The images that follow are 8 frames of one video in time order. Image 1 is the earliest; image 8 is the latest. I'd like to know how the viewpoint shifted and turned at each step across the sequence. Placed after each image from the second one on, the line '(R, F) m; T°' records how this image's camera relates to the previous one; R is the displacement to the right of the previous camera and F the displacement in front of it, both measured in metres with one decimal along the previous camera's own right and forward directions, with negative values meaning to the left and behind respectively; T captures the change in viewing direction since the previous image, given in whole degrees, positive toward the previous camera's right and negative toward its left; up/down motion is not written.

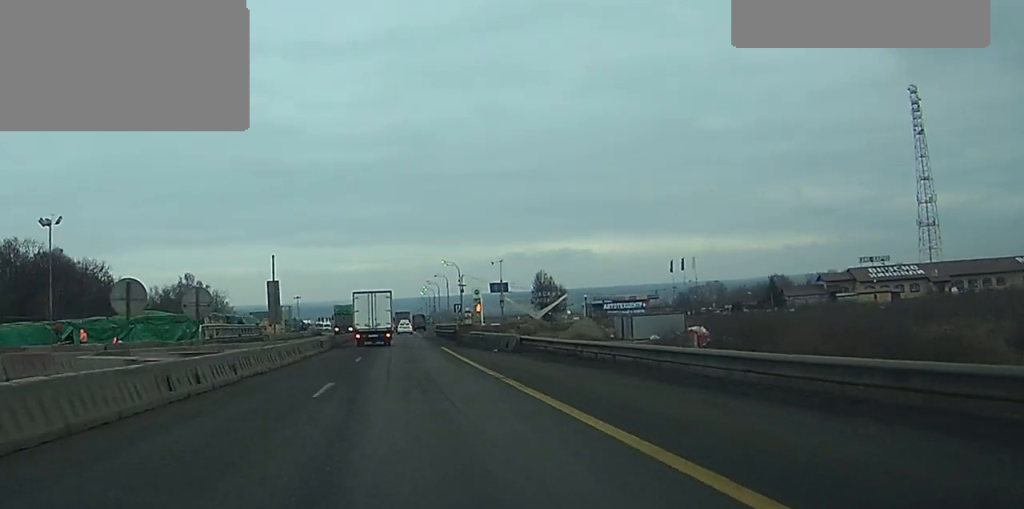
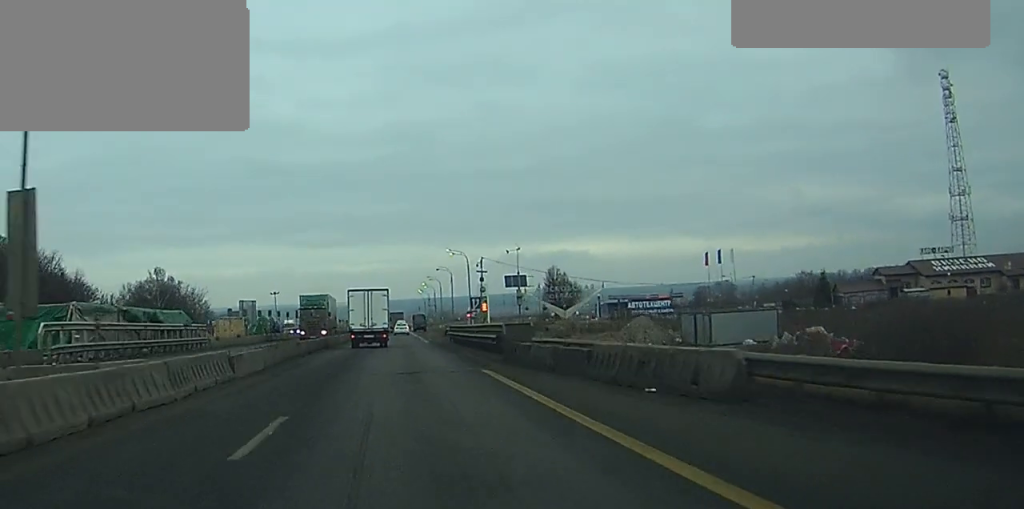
(-0.1, +23.5) m; 0°
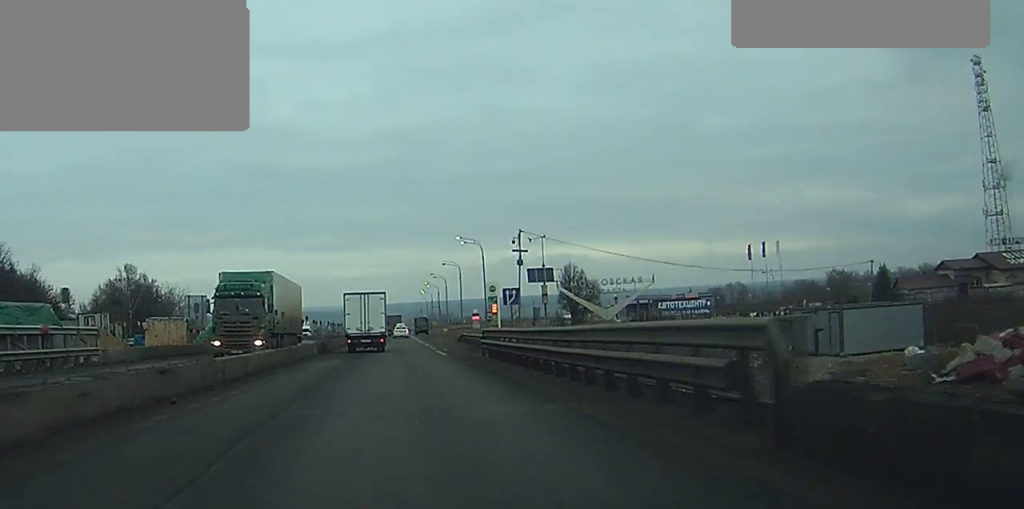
(0.0, +20.7) m; 0°
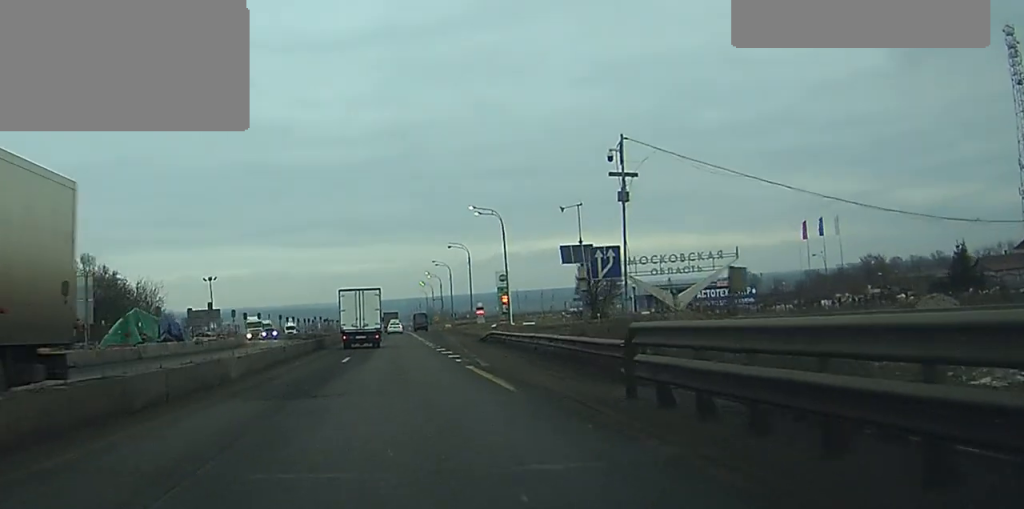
(0.0, +22.2) m; 0°
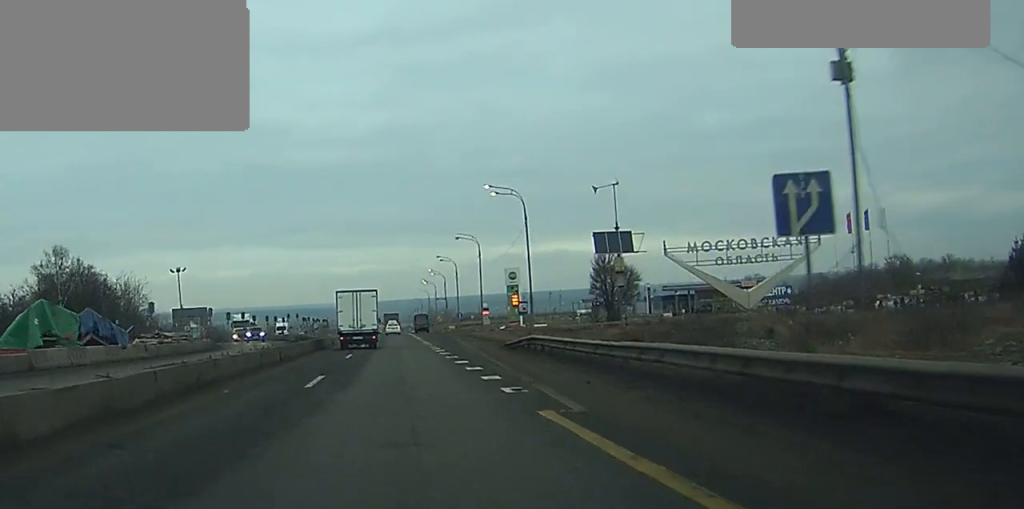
(0.0, +12.9) m; 0°
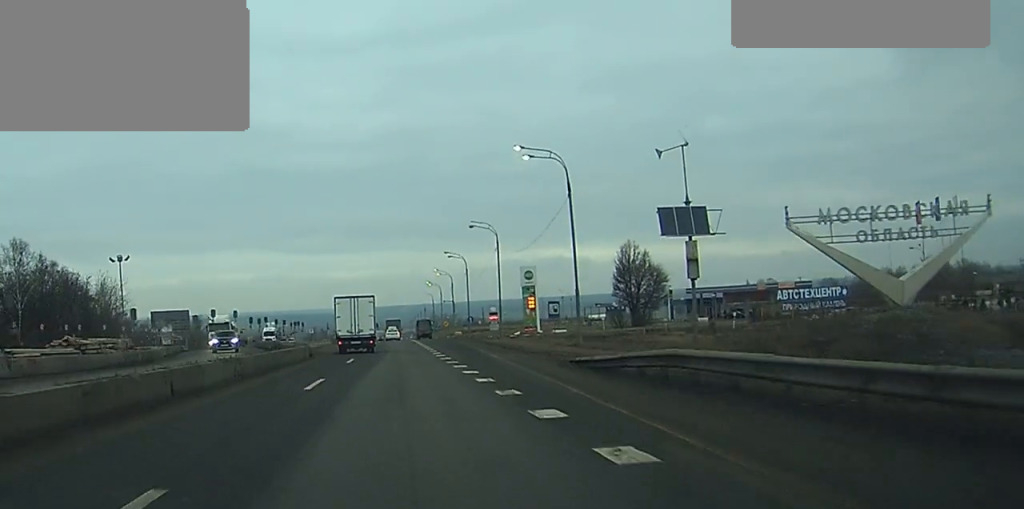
(0.0, +15.9) m; 0°
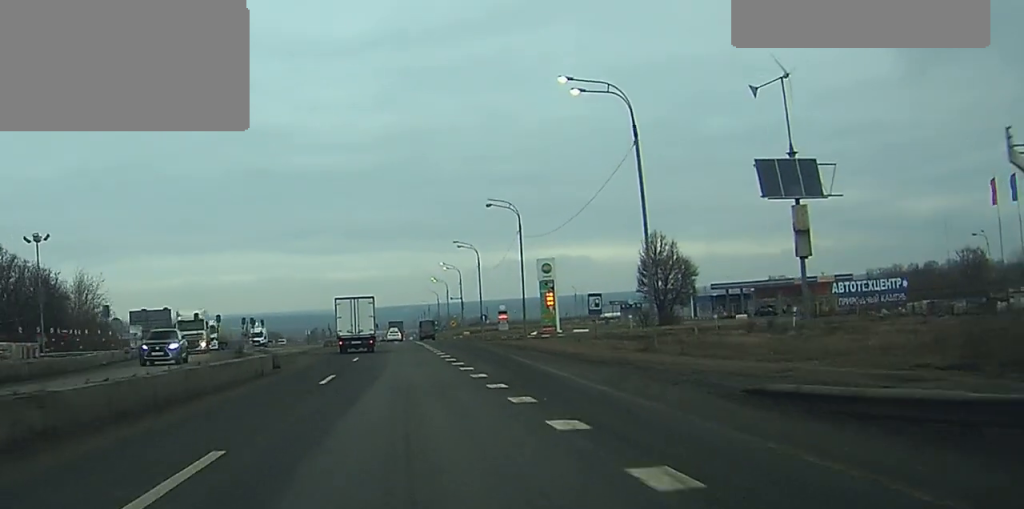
(-0.1, +13.5) m; 0°
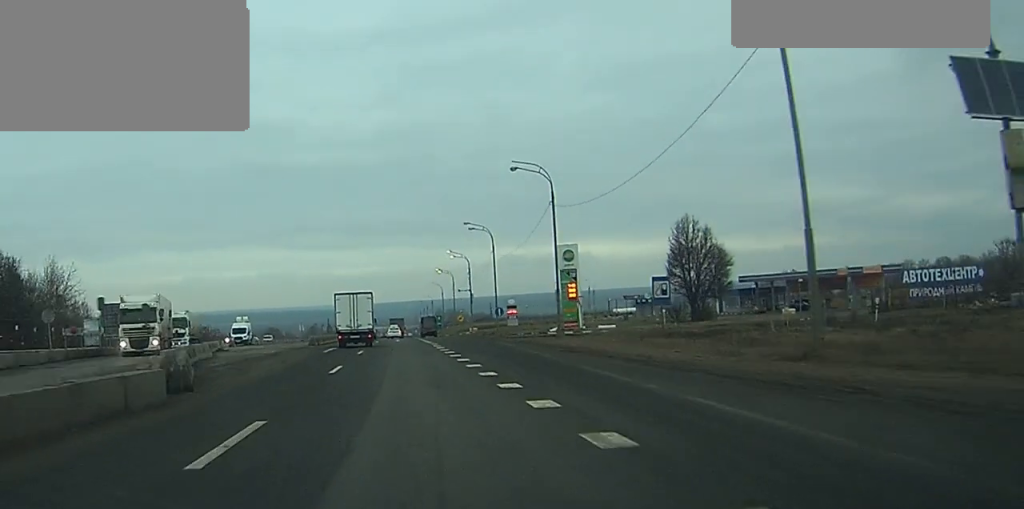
(0.0, +13.7) m; 0°
